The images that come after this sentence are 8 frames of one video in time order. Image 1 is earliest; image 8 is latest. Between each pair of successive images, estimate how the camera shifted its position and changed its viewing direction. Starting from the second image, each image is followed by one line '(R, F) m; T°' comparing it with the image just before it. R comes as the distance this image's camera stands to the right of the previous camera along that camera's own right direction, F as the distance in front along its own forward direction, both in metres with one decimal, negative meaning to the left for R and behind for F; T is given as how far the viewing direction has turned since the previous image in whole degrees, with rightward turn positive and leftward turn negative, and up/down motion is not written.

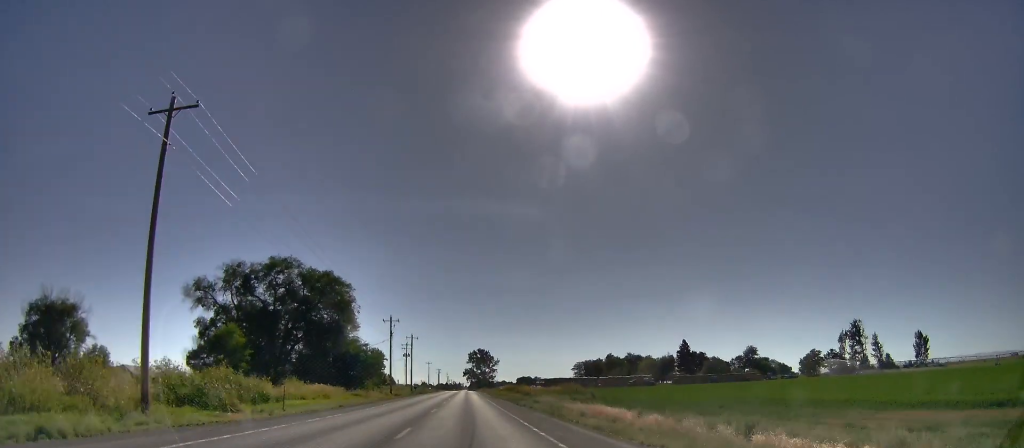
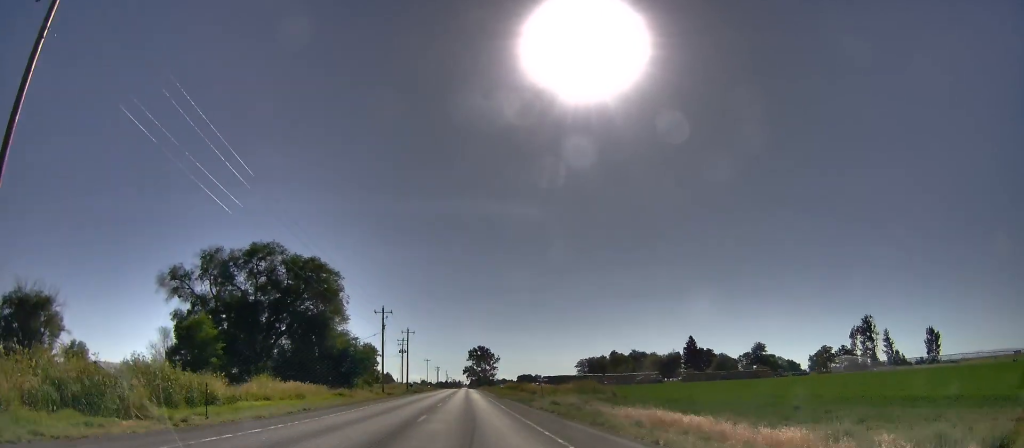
(+0.2, +9.0) m; -1°
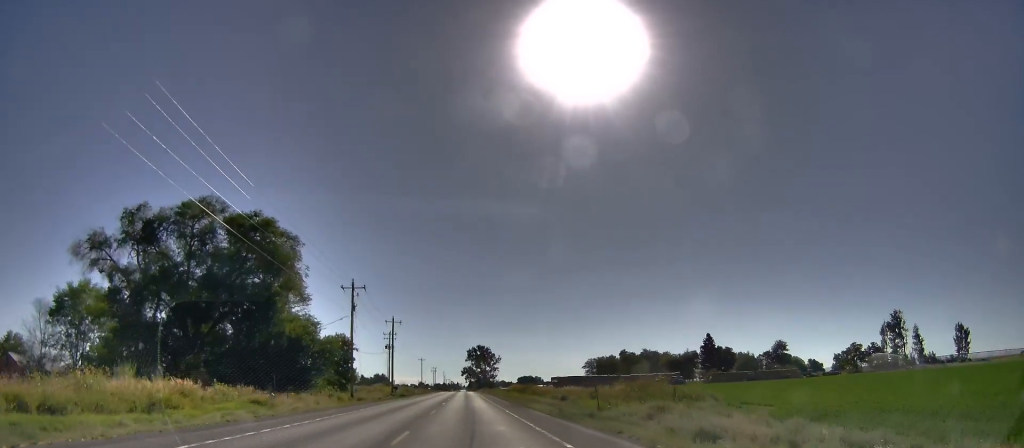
(-1.0, +22.6) m; 0°
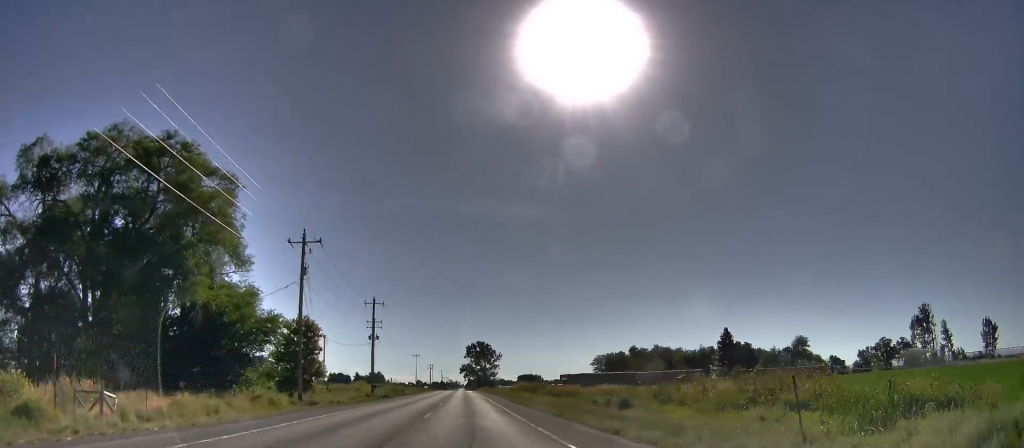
(+0.8, +19.6) m; +4°
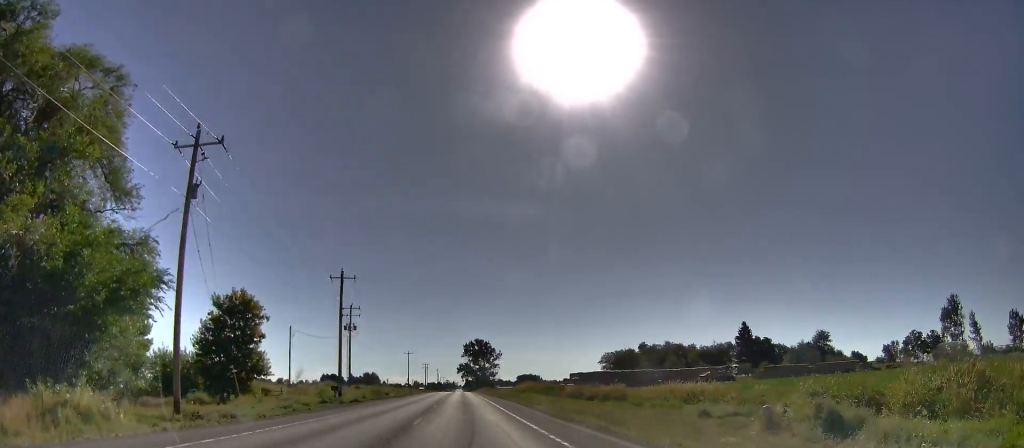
(+0.8, +18.8) m; -1°
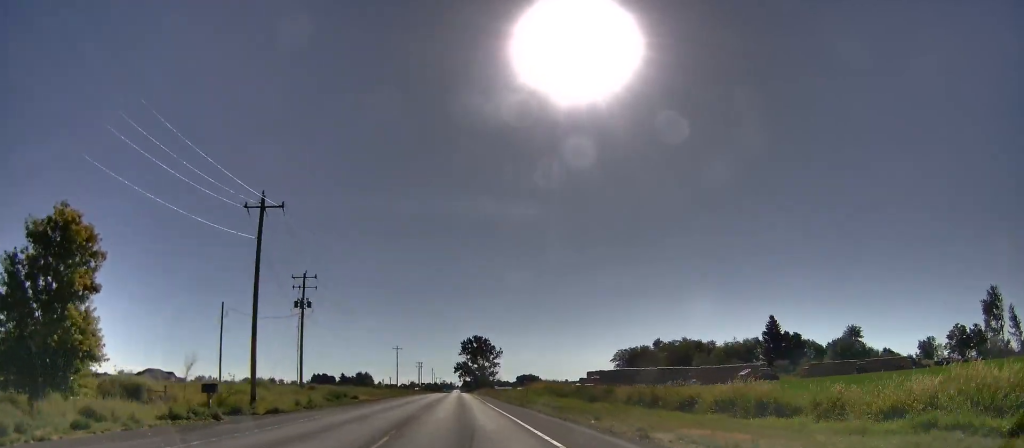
(-1.0, +23.3) m; -3°
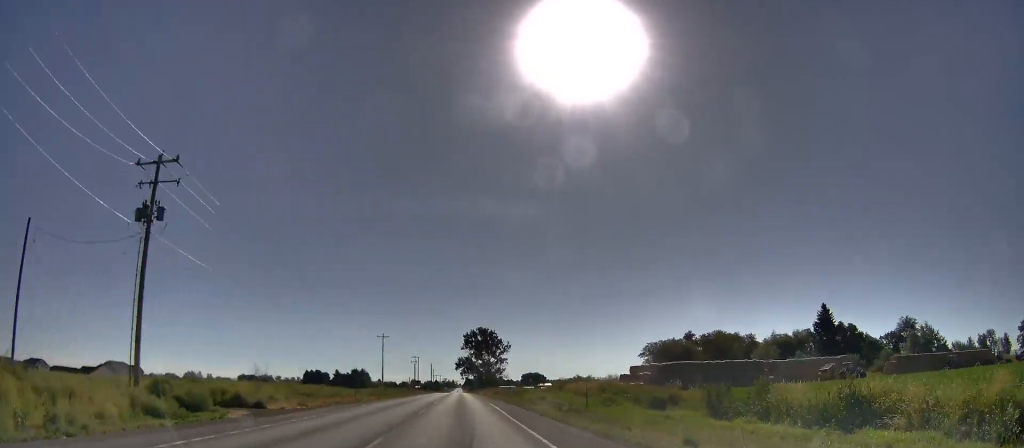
(+0.2, +30.9) m; 0°
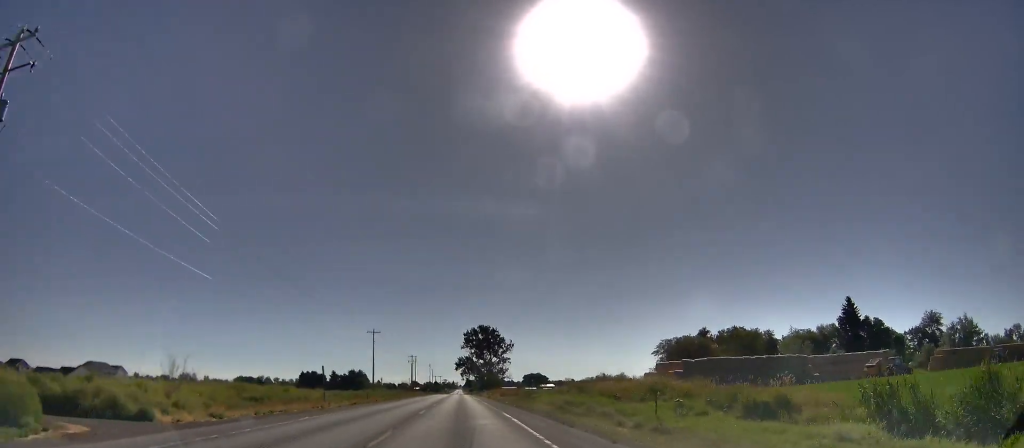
(-0.3, +12.9) m; 0°
